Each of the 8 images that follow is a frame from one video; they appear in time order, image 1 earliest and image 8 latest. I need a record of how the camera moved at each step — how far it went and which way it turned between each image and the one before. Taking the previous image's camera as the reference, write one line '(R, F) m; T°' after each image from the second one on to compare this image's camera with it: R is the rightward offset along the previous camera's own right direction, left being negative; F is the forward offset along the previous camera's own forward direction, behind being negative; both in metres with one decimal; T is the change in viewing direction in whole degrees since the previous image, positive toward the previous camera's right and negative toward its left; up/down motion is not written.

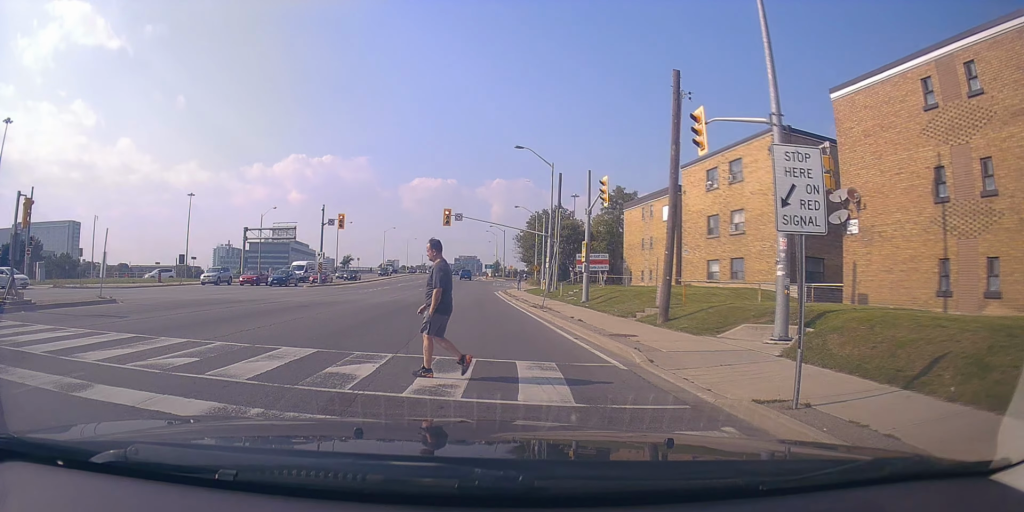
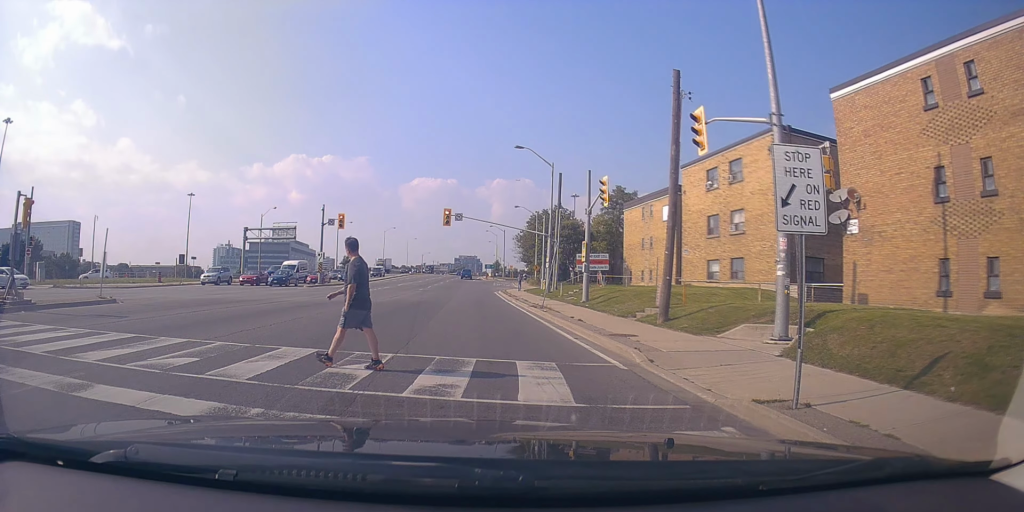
(0.0, 0.0) m; 0°
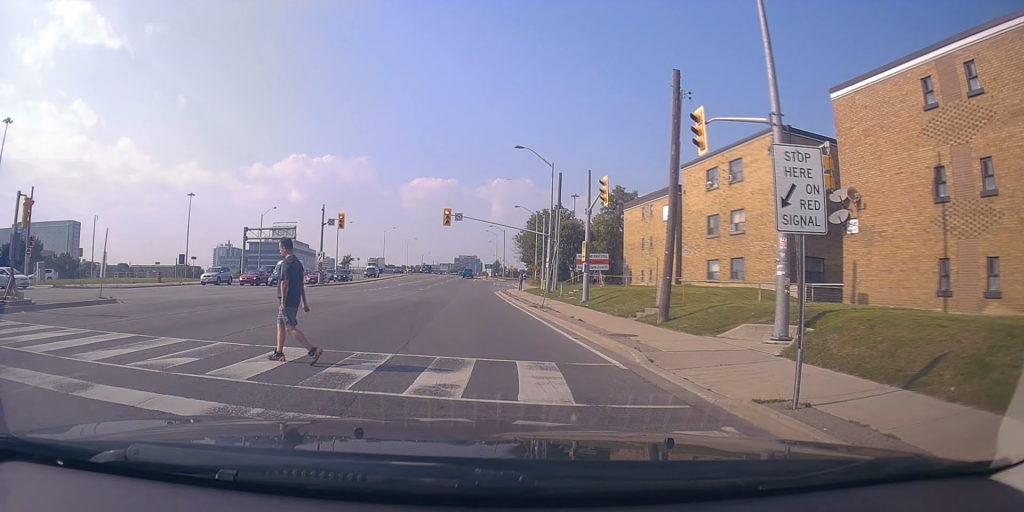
(0.0, 0.0) m; 0°
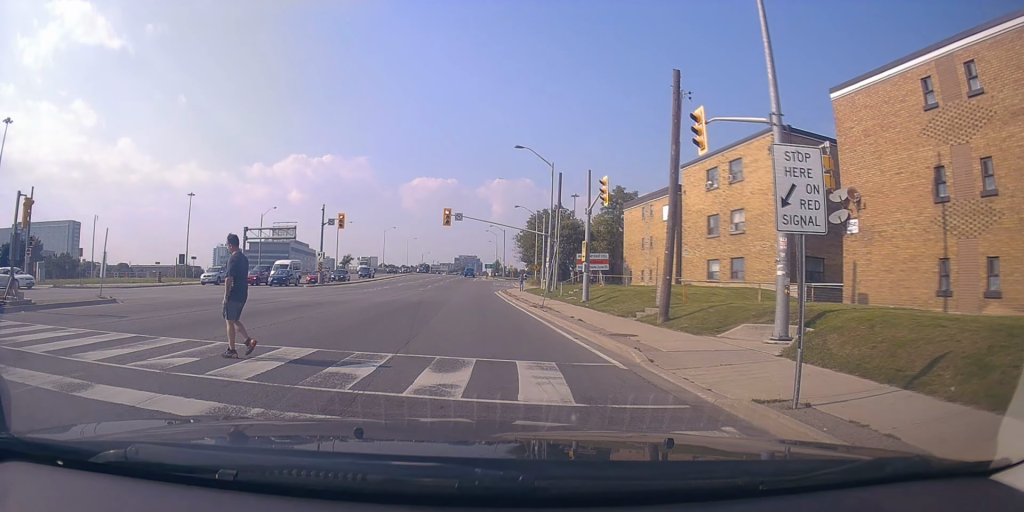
(0.0, 0.0) m; 0°
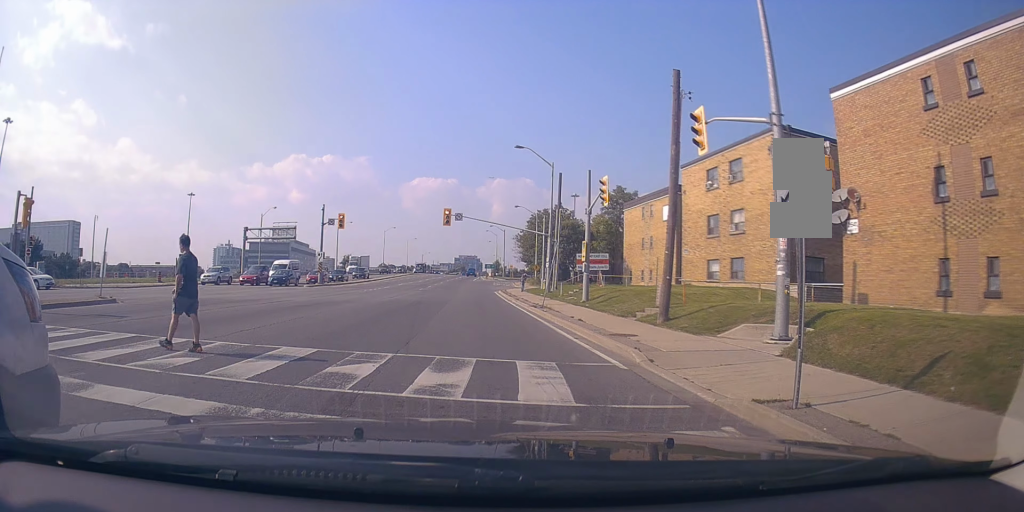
(0.0, 0.0) m; 0°
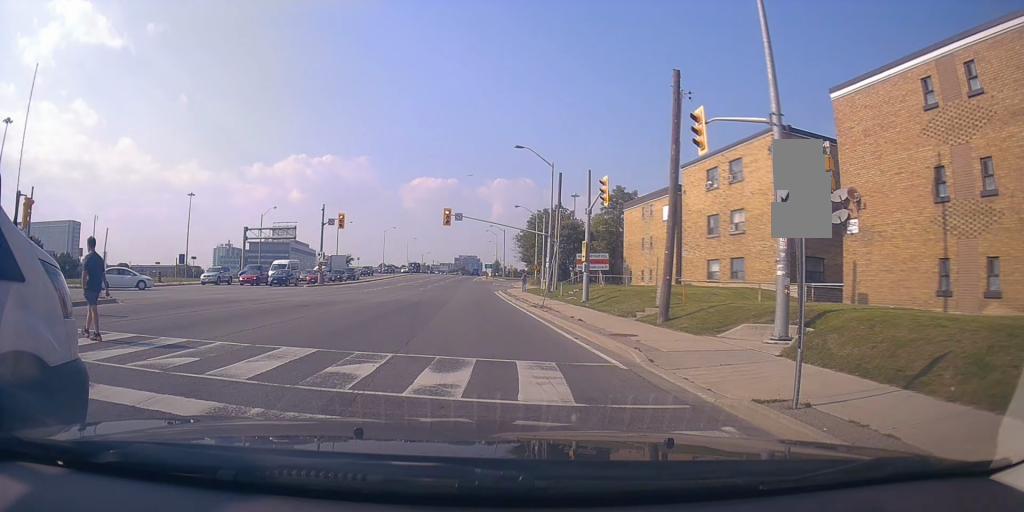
(0.0, 0.0) m; 0°
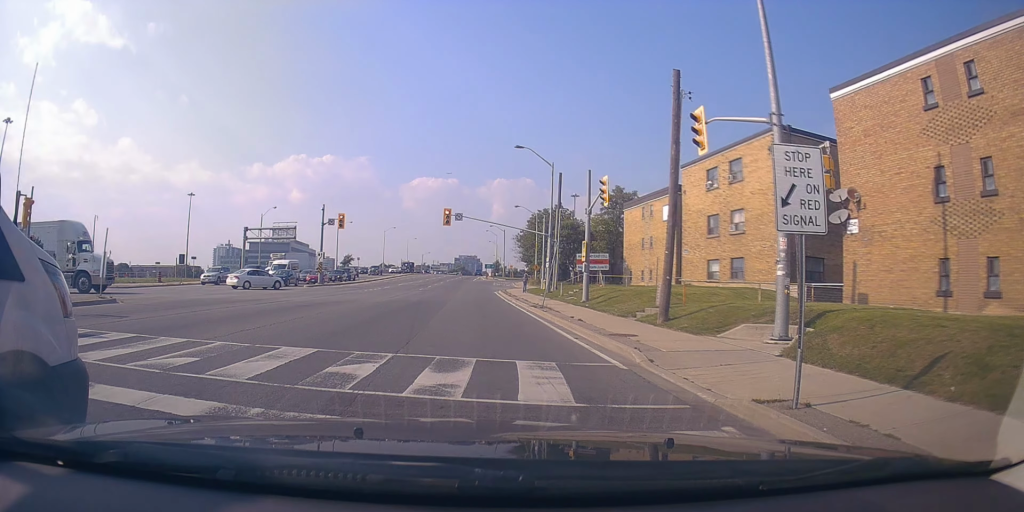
(0.0, 0.0) m; 0°
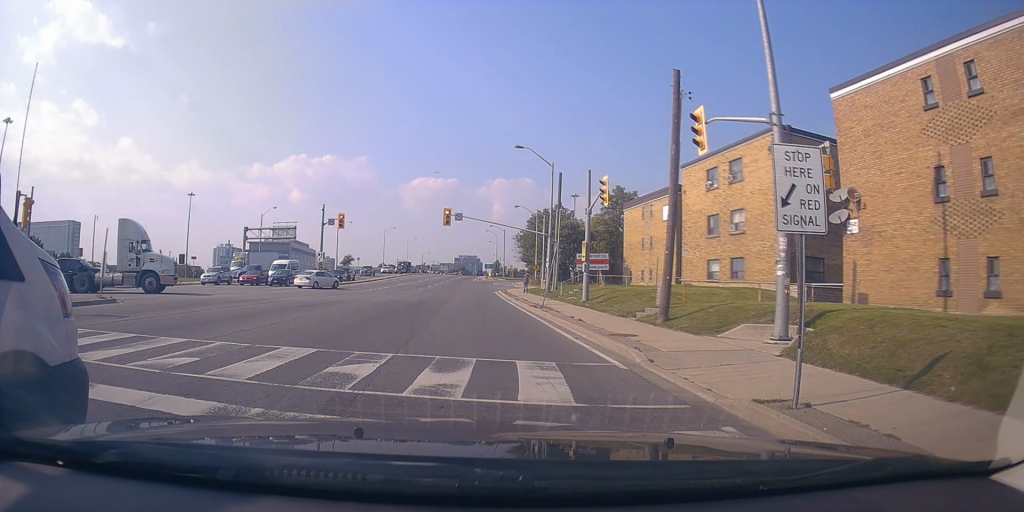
(0.0, 0.0) m; 0°
